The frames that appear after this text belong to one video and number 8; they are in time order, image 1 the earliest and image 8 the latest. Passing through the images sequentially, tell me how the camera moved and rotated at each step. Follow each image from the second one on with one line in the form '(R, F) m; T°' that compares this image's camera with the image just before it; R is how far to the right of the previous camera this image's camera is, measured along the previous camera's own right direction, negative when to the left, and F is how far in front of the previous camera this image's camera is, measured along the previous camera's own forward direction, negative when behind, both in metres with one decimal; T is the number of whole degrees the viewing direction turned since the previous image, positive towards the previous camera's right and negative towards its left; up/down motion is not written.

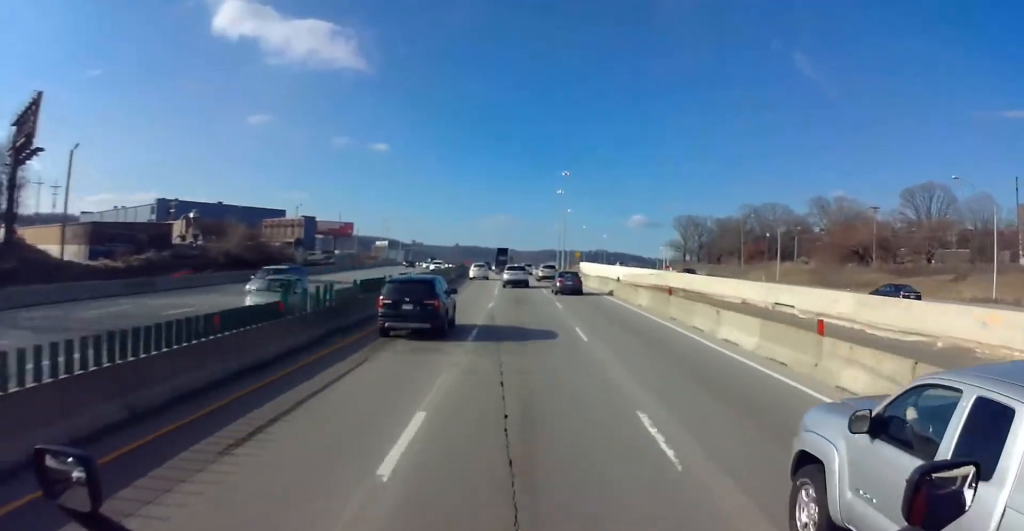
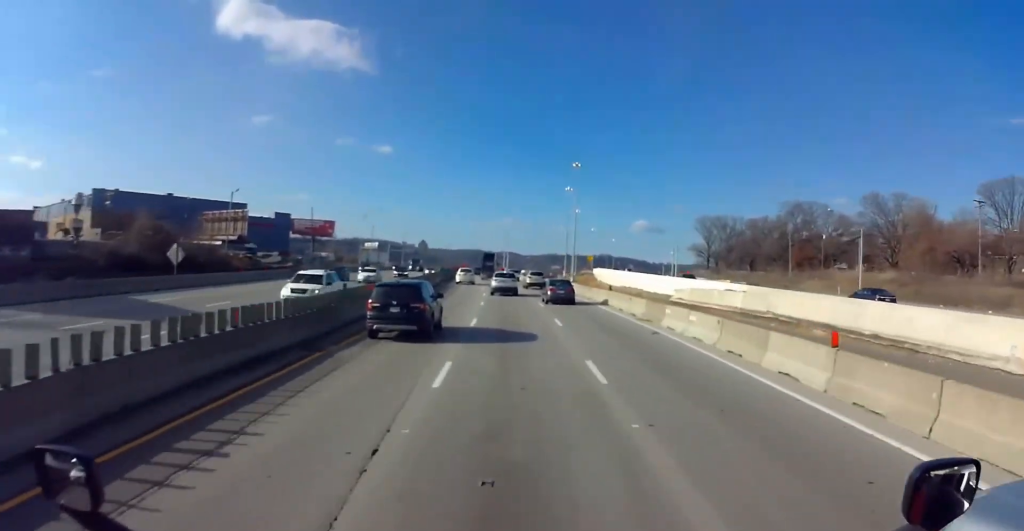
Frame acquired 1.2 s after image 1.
(-0.3, +30.6) m; -1°
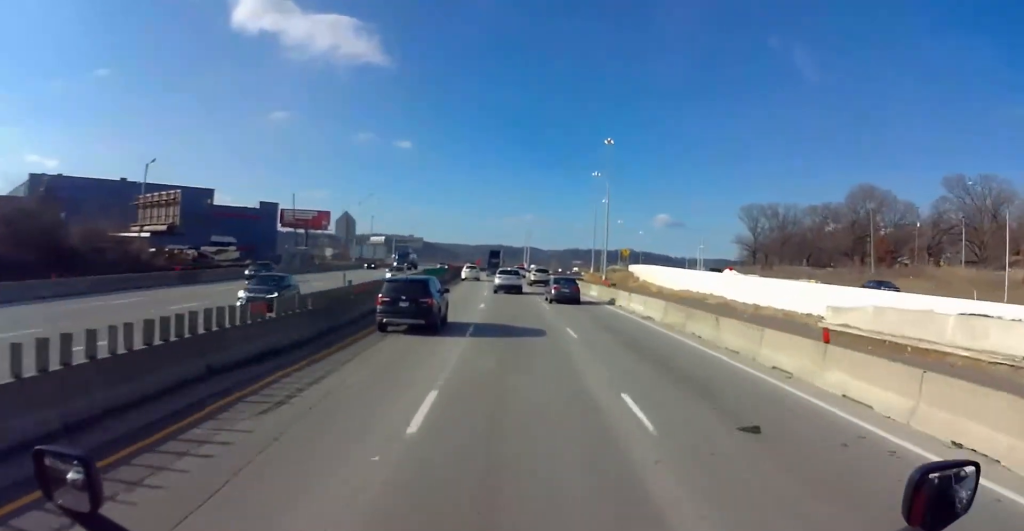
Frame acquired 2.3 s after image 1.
(-0.4, +28.8) m; -2°
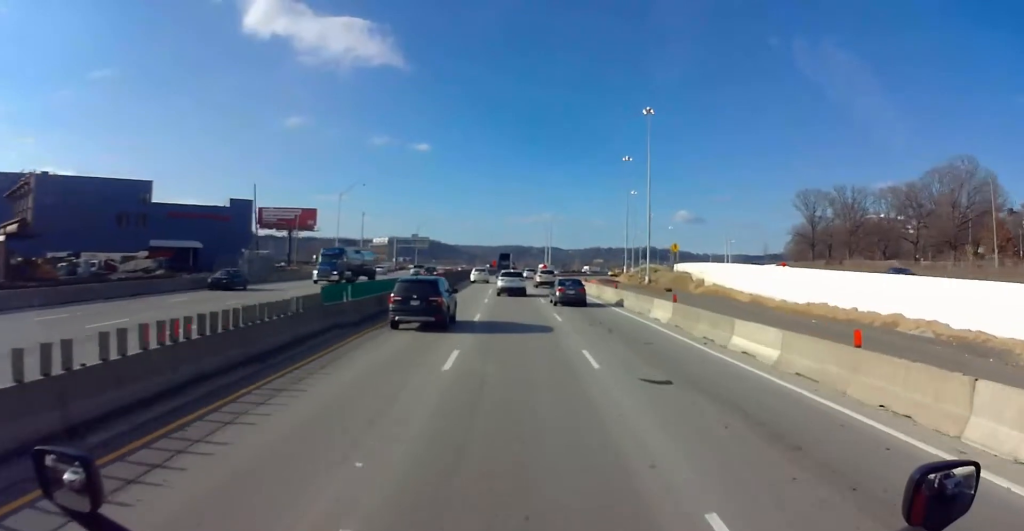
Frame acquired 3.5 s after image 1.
(-0.8, +31.0) m; -3°
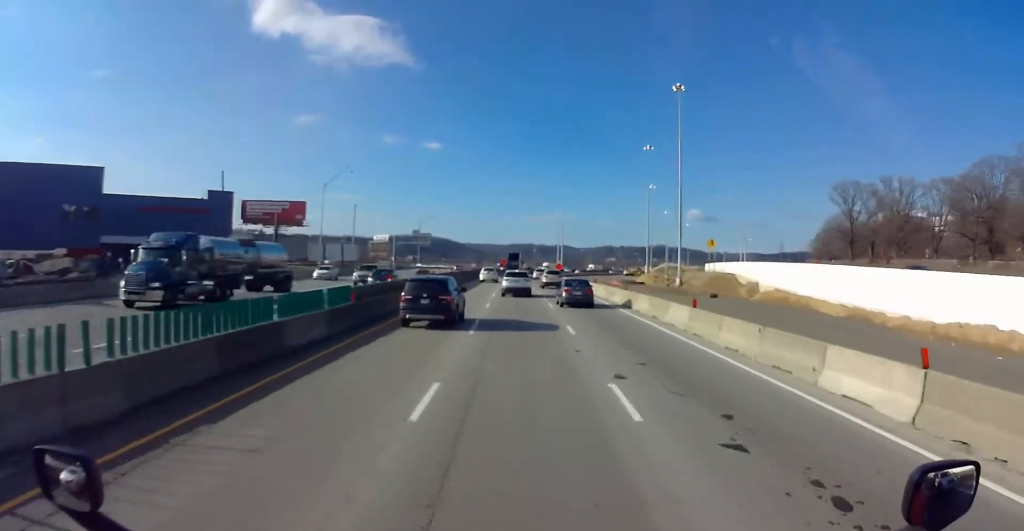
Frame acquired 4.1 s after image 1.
(-0.2, +17.1) m; -1°
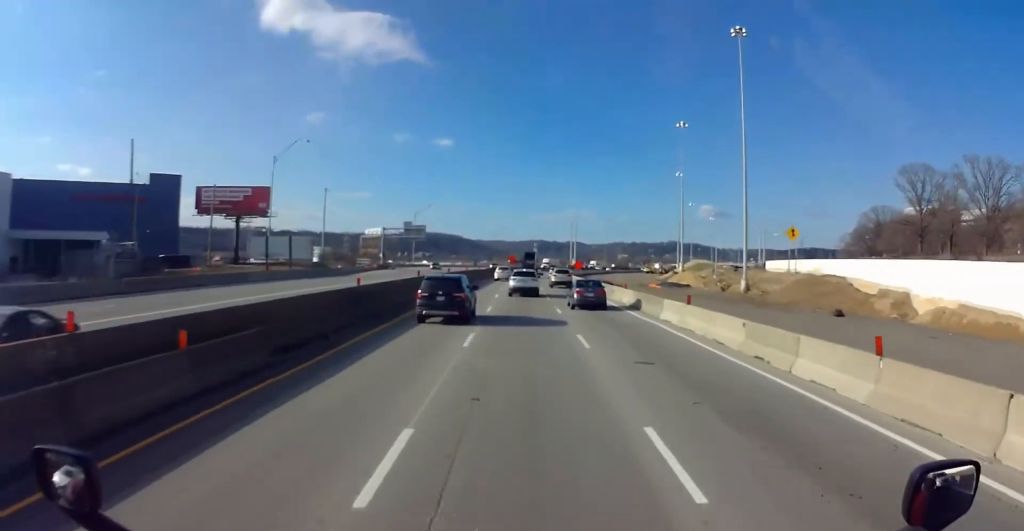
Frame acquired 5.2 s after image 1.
(-0.2, +27.9) m; 0°
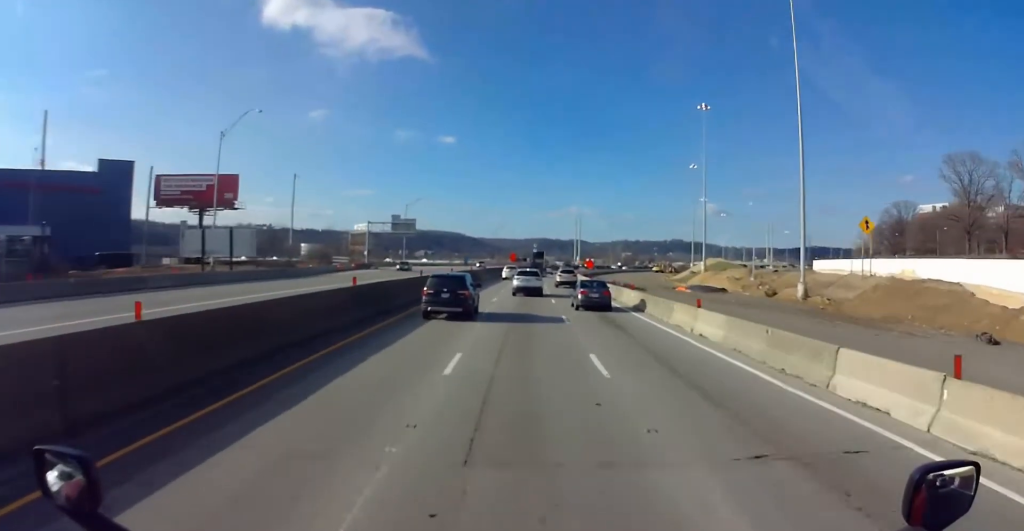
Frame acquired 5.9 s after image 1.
(0.0, +16.8) m; 0°
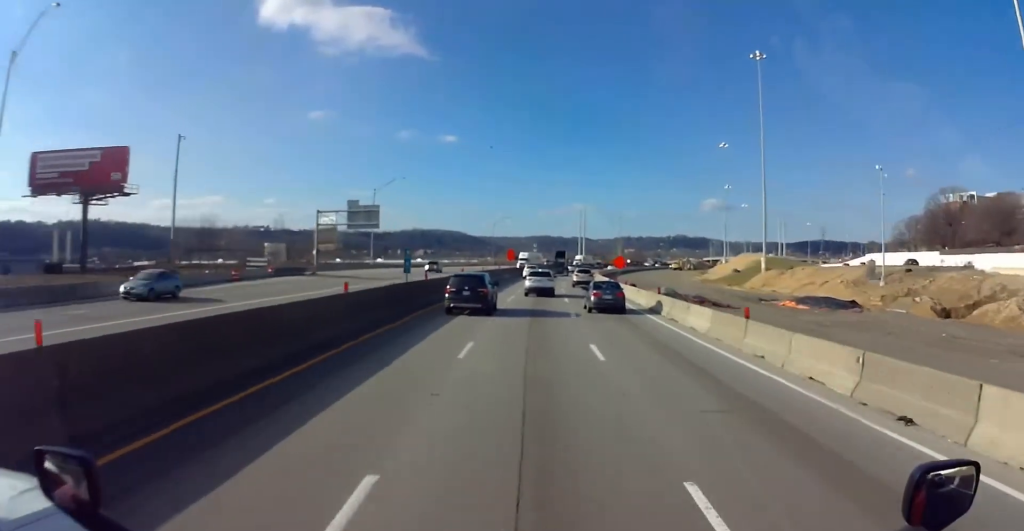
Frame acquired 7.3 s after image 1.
(0.0, +34.4) m; 0°
